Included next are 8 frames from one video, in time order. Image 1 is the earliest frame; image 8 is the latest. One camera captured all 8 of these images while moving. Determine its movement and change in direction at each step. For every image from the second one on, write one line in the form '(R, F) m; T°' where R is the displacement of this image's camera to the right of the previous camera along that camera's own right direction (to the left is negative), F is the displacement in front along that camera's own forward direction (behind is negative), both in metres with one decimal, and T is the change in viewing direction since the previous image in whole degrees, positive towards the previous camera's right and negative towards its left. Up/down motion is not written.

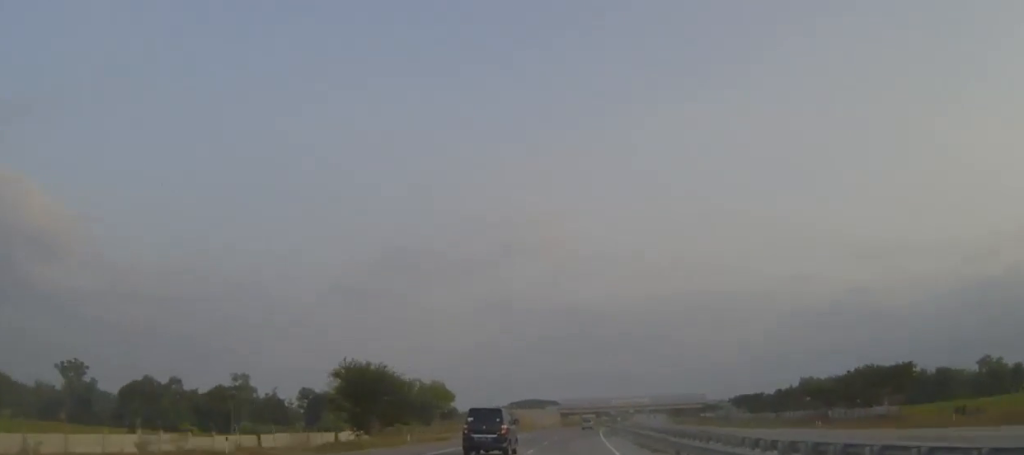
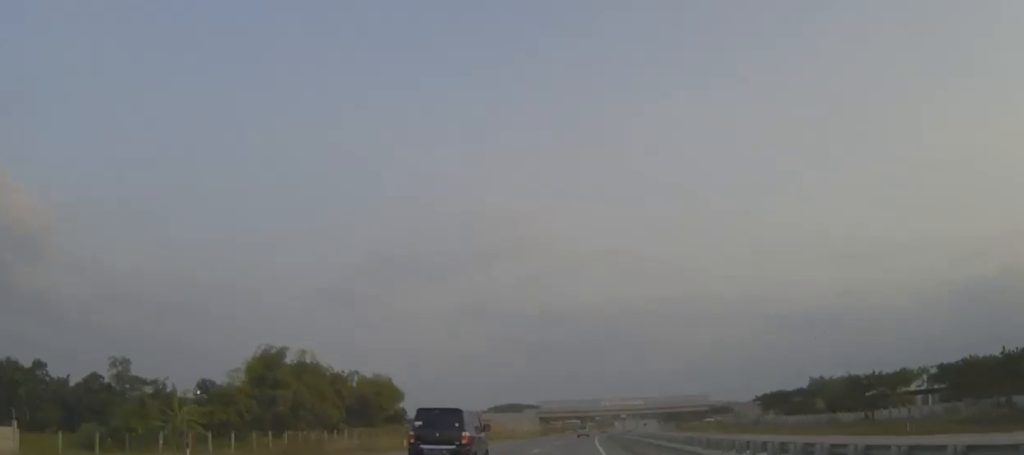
(+0.5, +43.4) m; +1°
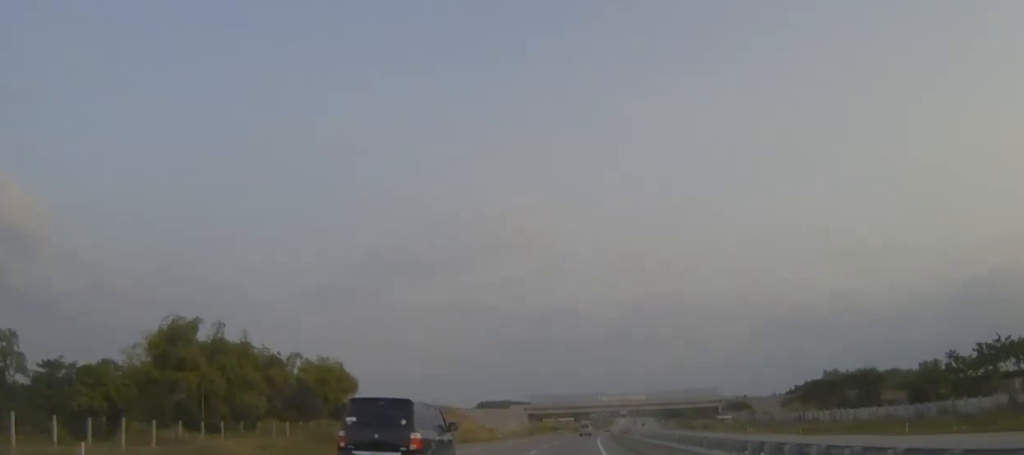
(+0.1, +30.2) m; +1°
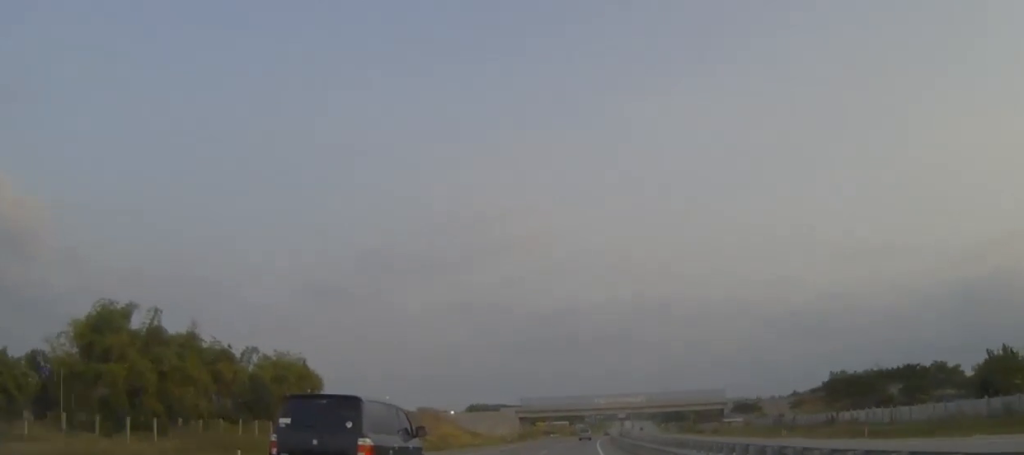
(+0.1, +16.2) m; 0°
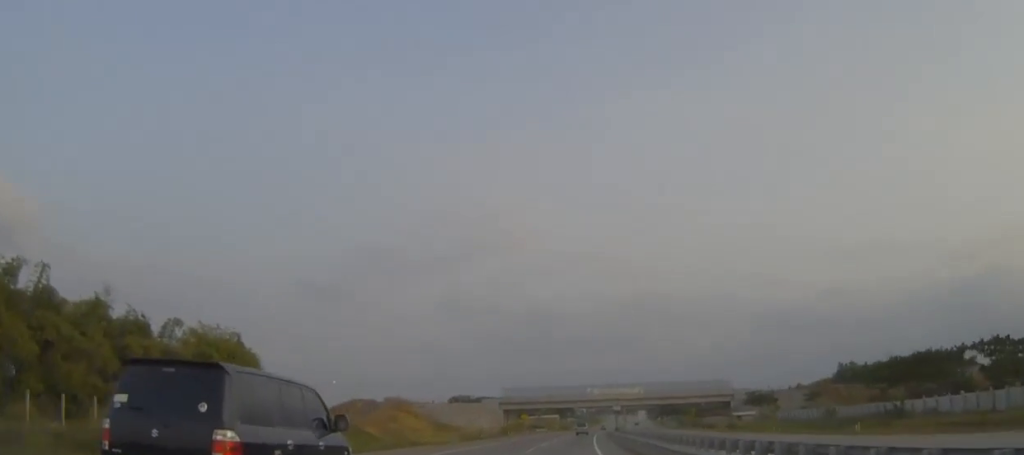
(0.0, +21.3) m; 0°
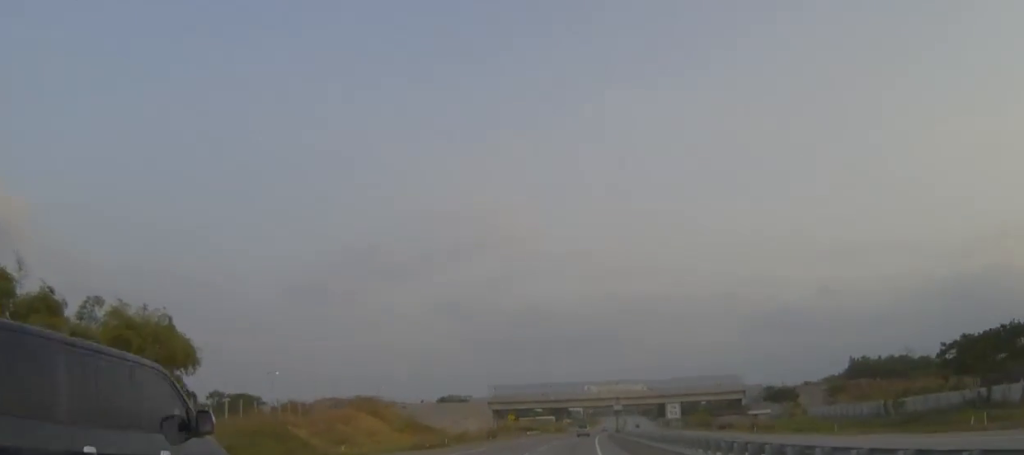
(0.0, +17.3) m; 0°
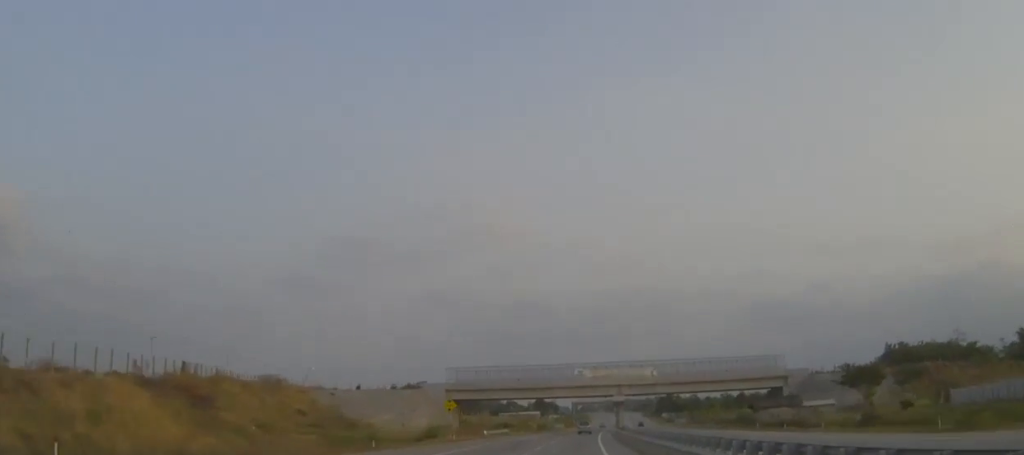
(+0.3, +45.1) m; +1°
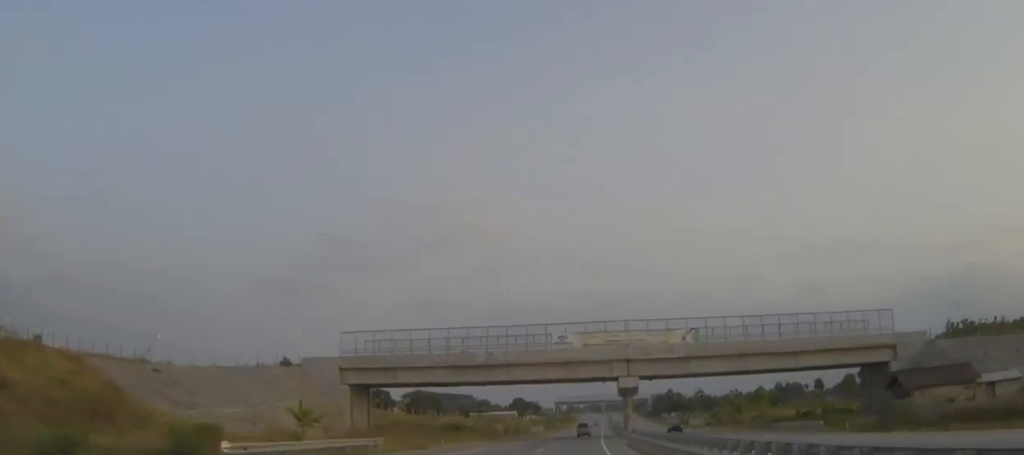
(+0.6, +54.6) m; +1°
